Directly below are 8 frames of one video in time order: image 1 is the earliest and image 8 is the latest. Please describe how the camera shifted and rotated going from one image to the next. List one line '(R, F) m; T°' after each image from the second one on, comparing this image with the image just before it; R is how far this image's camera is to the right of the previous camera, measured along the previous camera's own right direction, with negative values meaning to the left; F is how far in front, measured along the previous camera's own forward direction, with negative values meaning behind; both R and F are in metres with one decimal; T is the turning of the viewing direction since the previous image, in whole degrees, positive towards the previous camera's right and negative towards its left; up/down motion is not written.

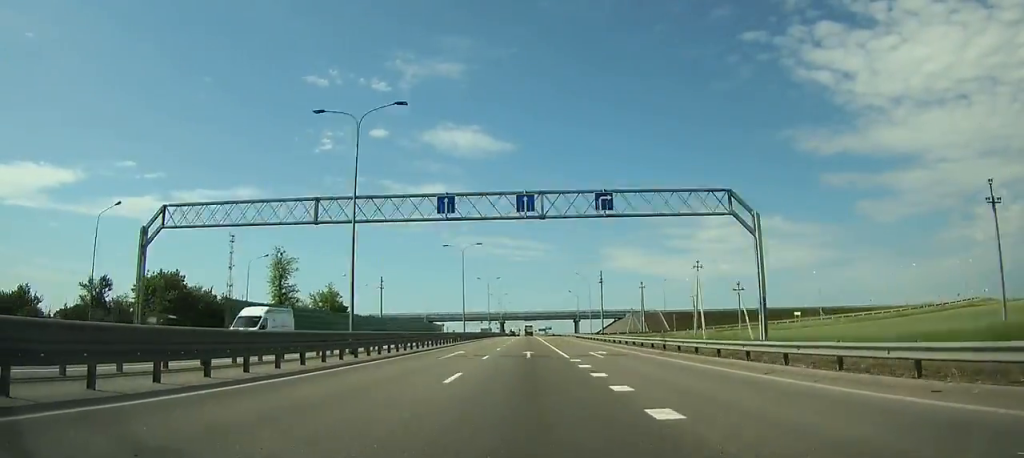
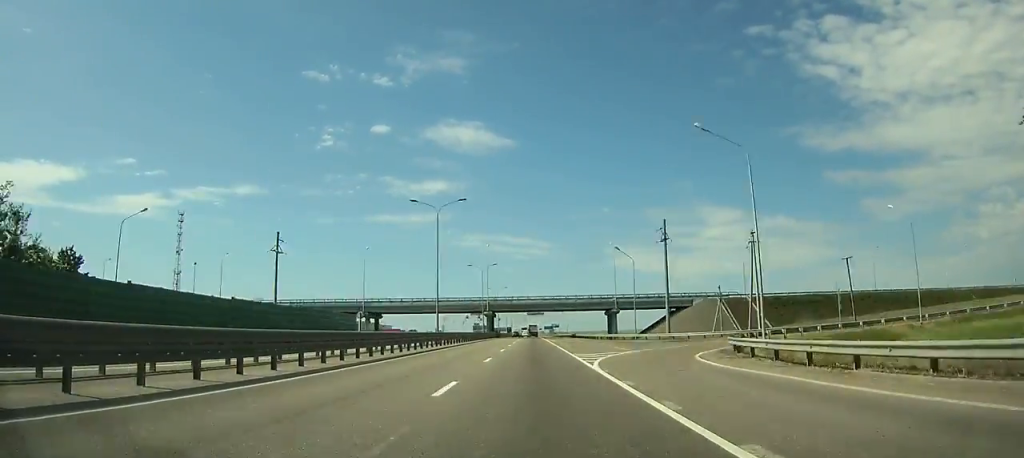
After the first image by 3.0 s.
(-0.3, +77.1) m; 0°
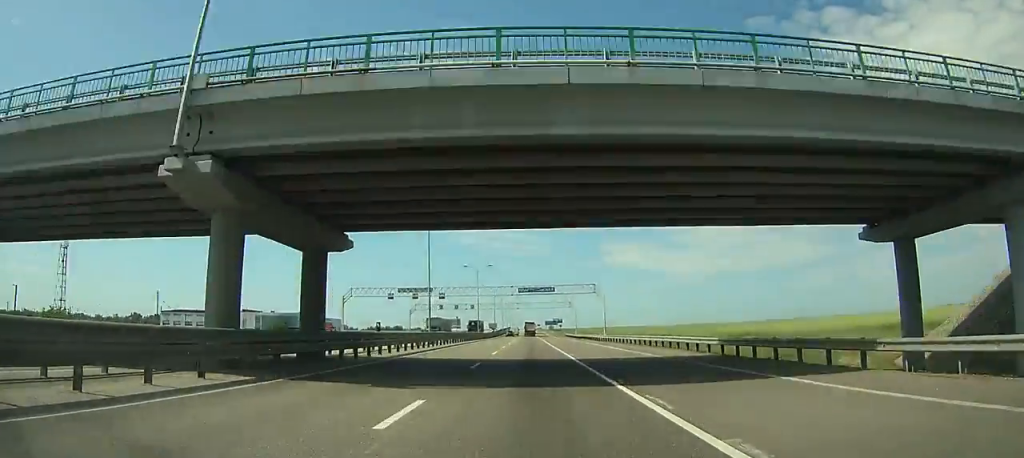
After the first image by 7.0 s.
(+0.3, +100.0) m; 0°
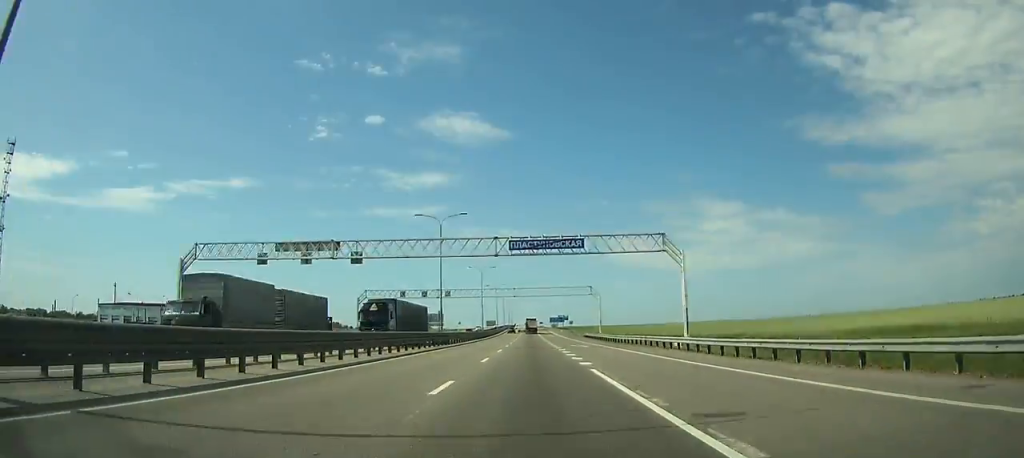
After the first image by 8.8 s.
(+0.1, +43.0) m; 0°
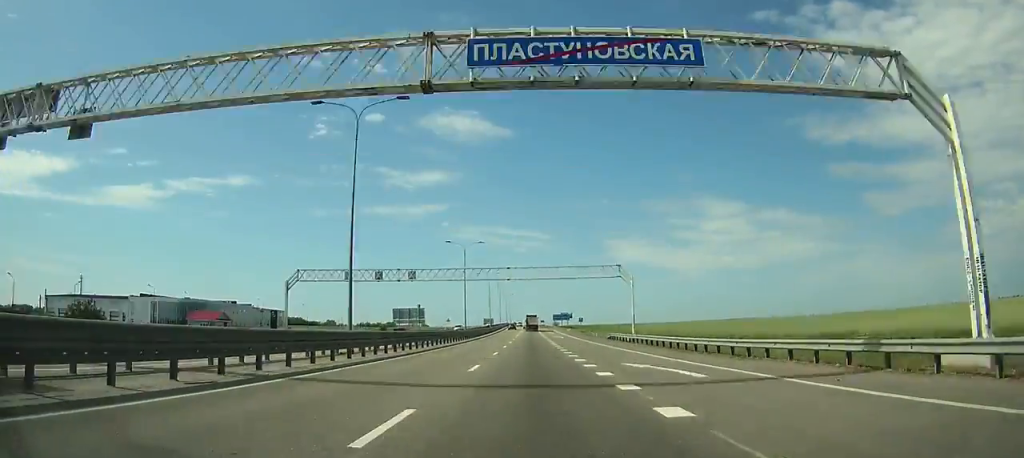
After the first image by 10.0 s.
(0.0, +28.6) m; 0°
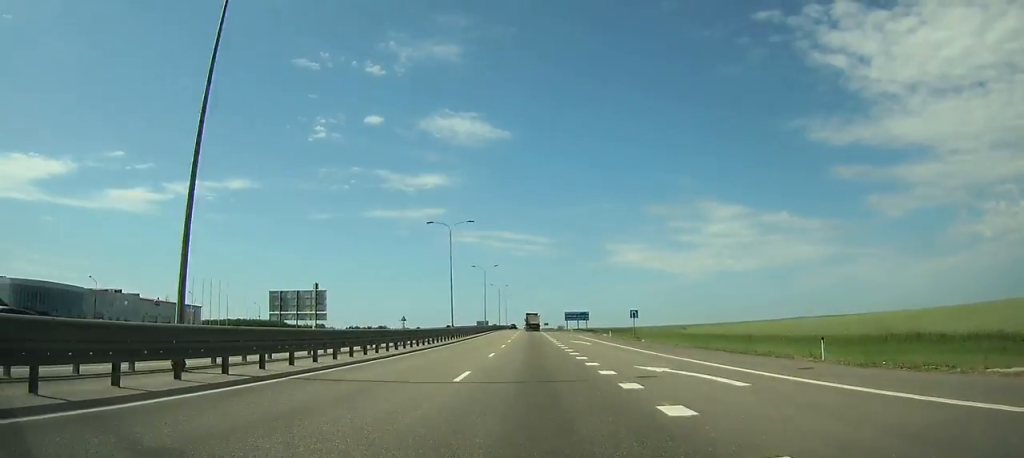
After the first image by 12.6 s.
(-0.1, +61.4) m; 0°
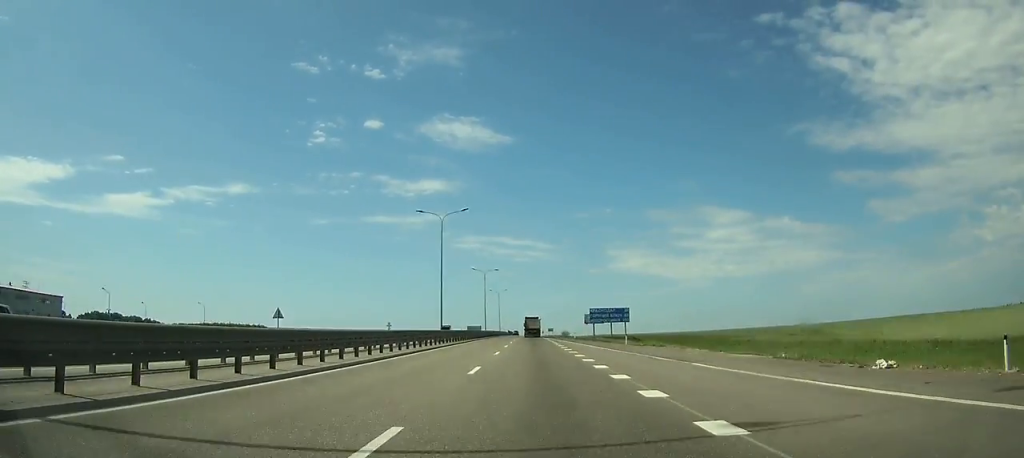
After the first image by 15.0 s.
(-0.3, +59.2) m; 0°
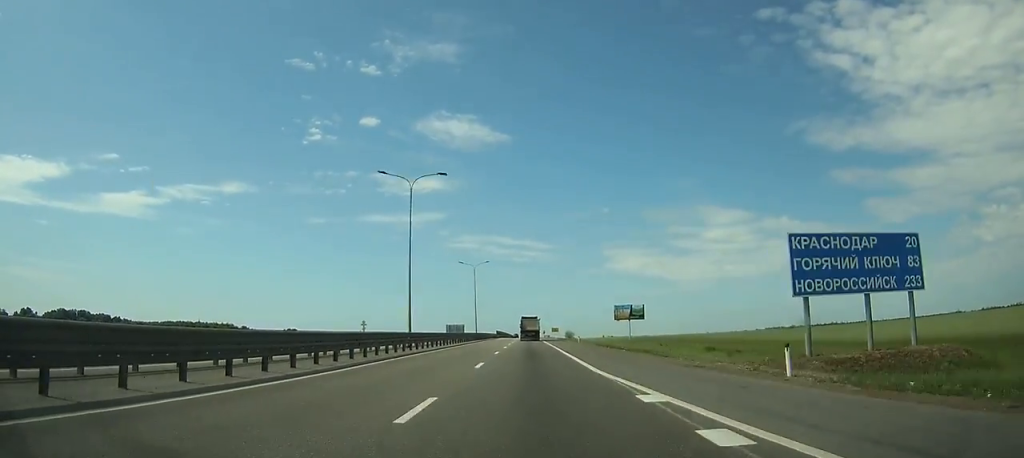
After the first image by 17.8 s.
(0.0, +70.2) m; 0°
